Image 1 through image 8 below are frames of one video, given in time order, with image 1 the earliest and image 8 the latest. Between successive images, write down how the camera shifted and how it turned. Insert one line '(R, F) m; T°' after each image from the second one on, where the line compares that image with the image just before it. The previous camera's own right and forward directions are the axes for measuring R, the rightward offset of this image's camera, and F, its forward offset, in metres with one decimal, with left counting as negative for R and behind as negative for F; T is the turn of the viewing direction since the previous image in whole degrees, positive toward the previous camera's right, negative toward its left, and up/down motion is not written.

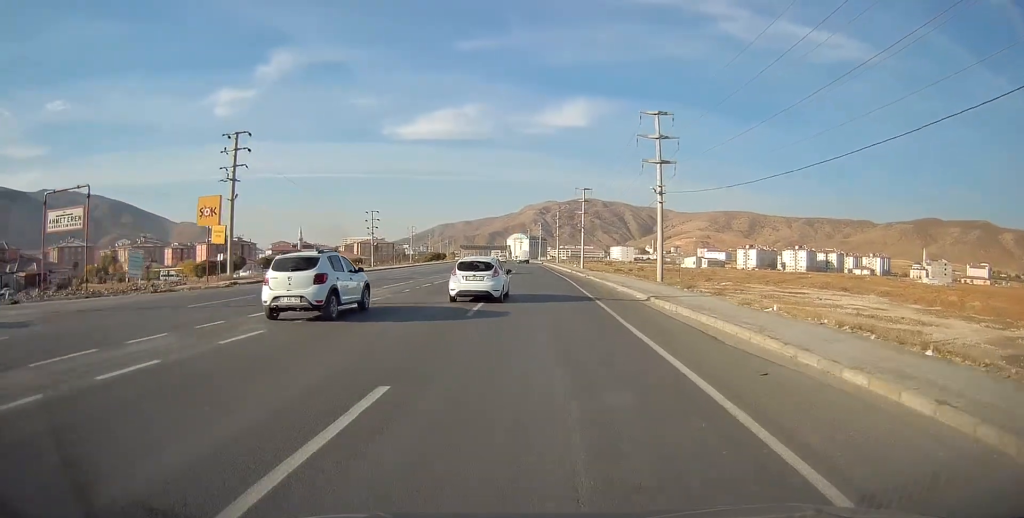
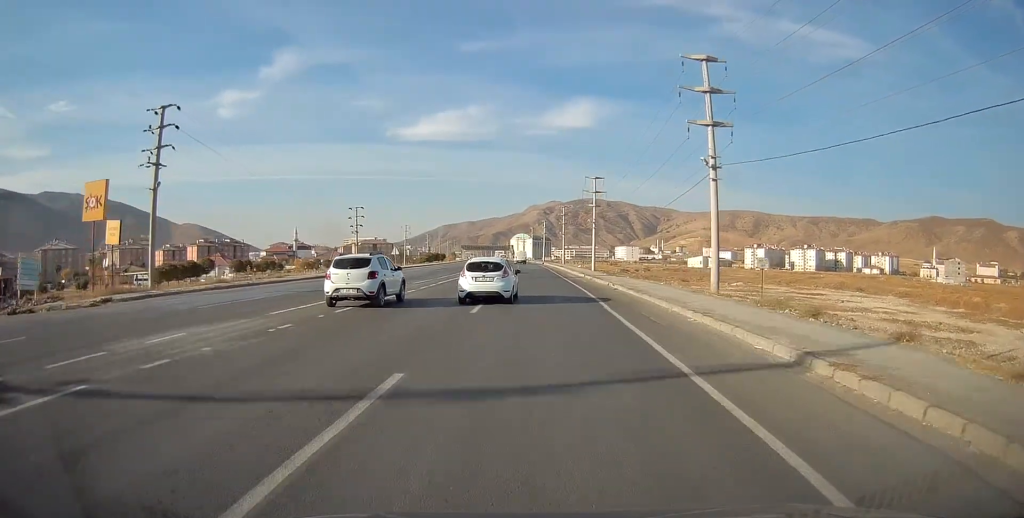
(-0.1, +12.6) m; 0°
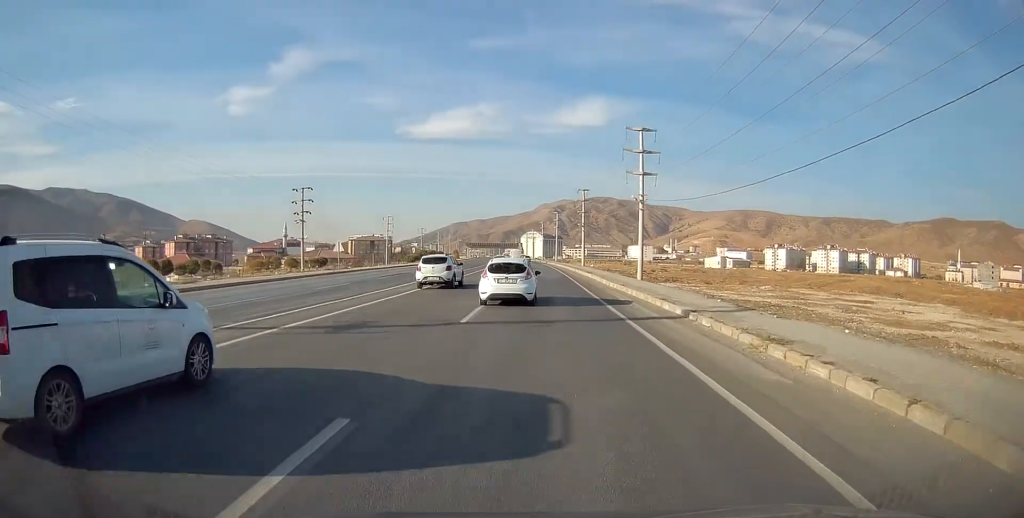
(-0.1, +28.7) m; -1°
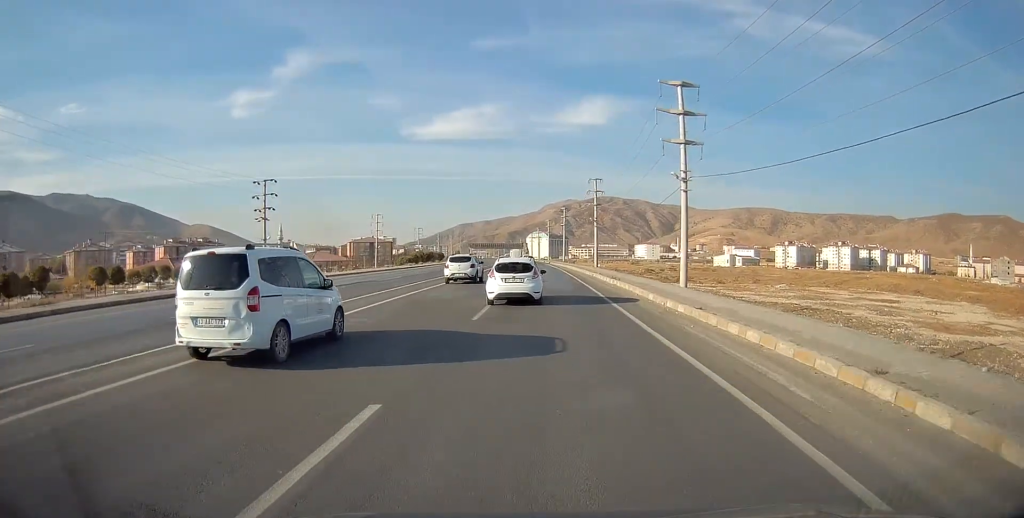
(-0.2, +12.5) m; -1°
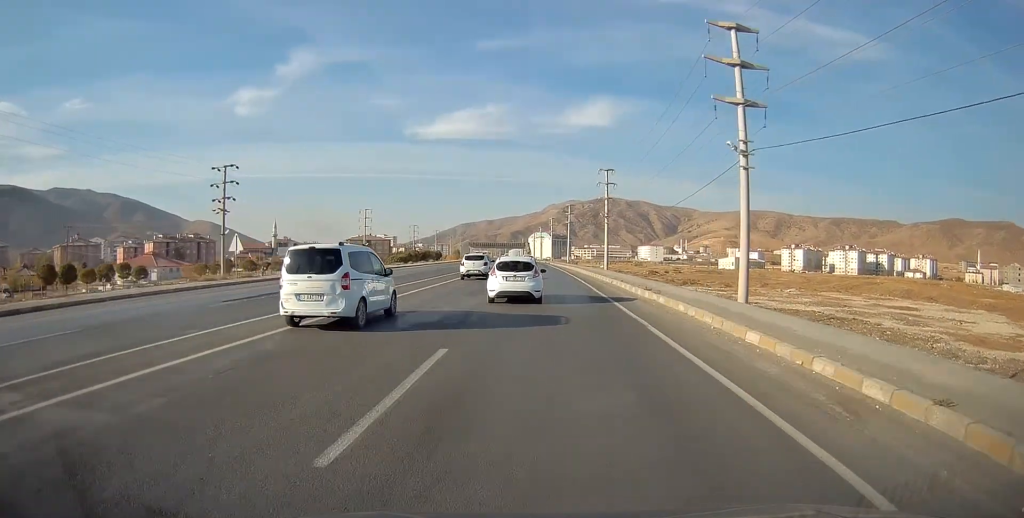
(-0.1, +9.8) m; -1°
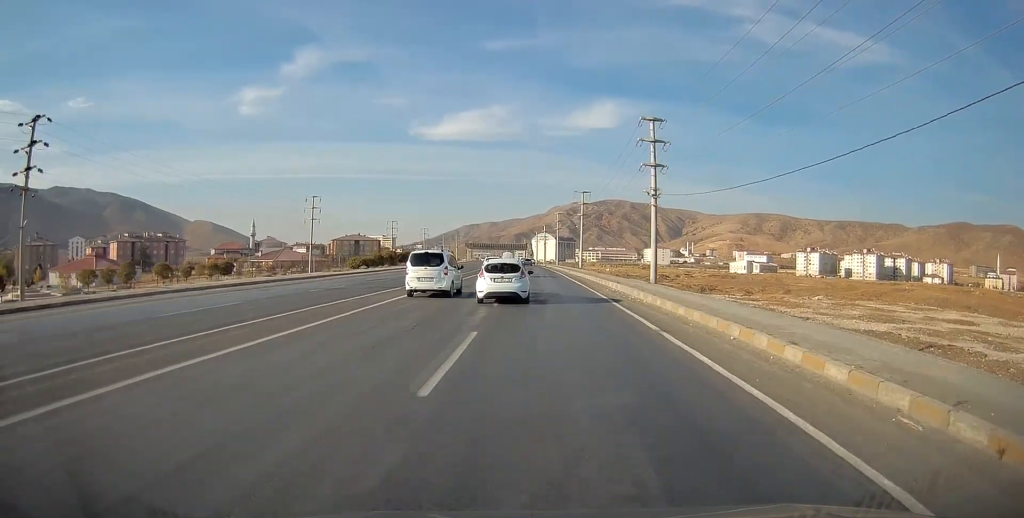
(+0.1, +27.1) m; 0°
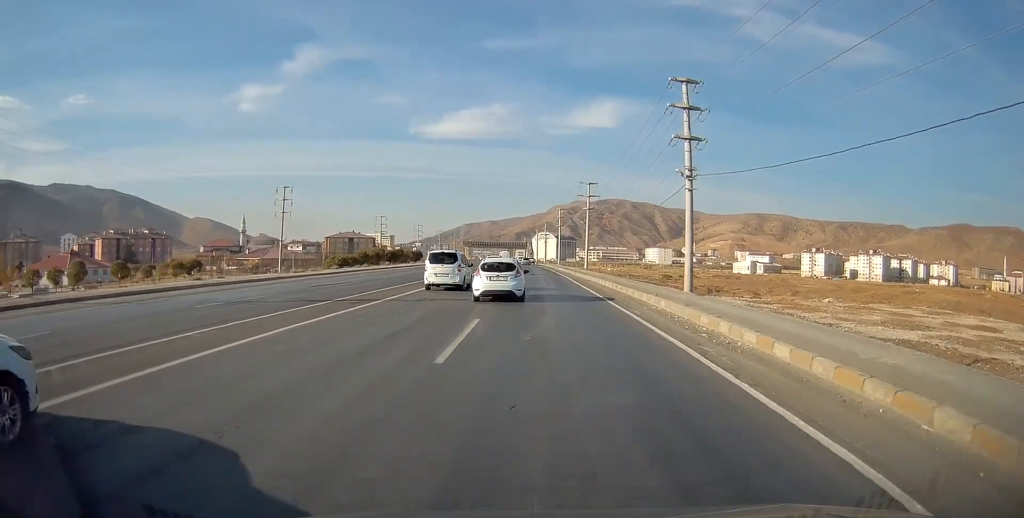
(+0.1, +10.0) m; 0°
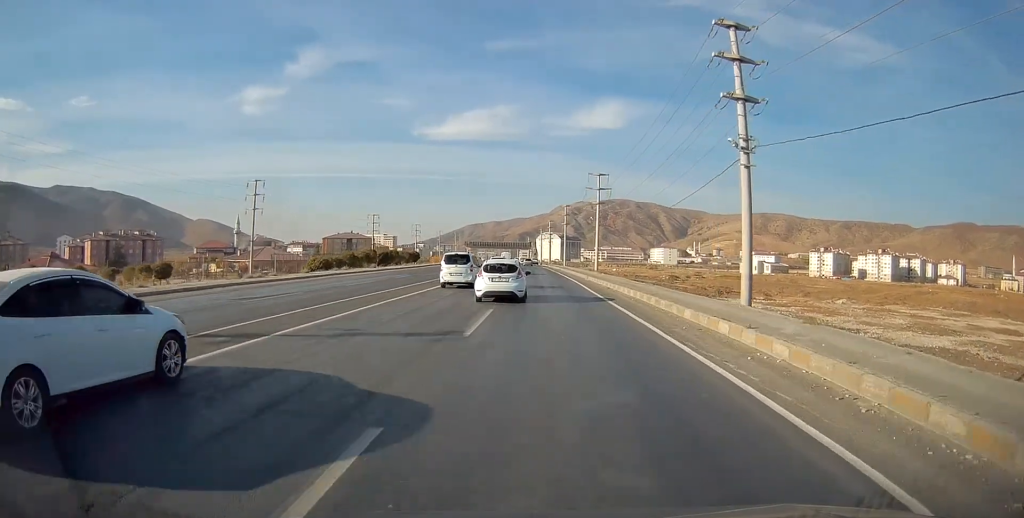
(-0.1, +8.8) m; -1°
